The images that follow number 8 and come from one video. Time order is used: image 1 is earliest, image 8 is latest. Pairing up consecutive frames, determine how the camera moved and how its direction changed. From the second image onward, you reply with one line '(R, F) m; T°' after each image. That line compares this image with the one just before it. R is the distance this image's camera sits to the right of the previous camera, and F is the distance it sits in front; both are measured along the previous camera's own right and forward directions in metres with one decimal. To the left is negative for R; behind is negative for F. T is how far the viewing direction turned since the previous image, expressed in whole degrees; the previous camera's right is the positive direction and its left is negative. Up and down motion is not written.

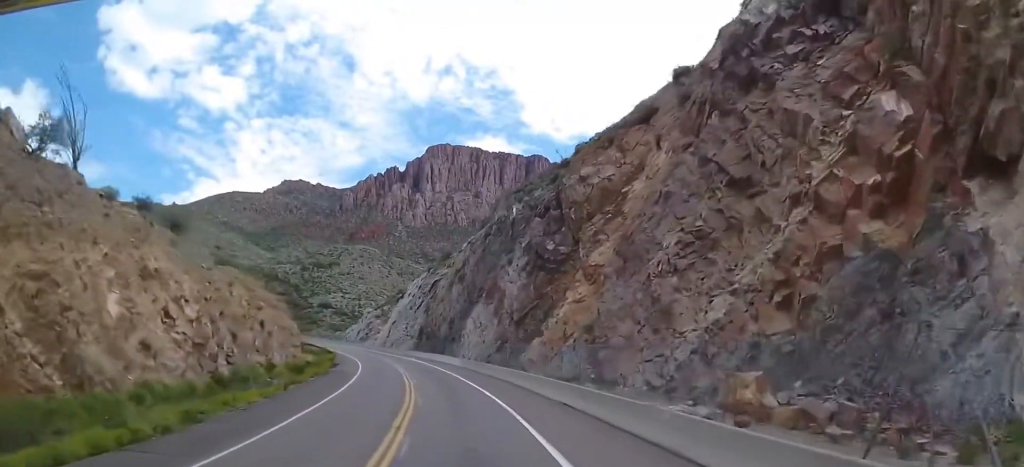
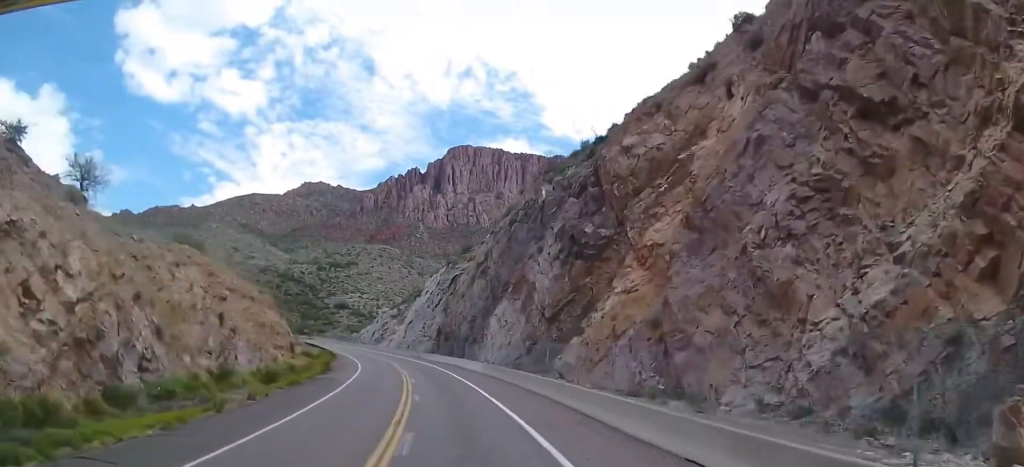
(-0.5, +11.7) m; -2°
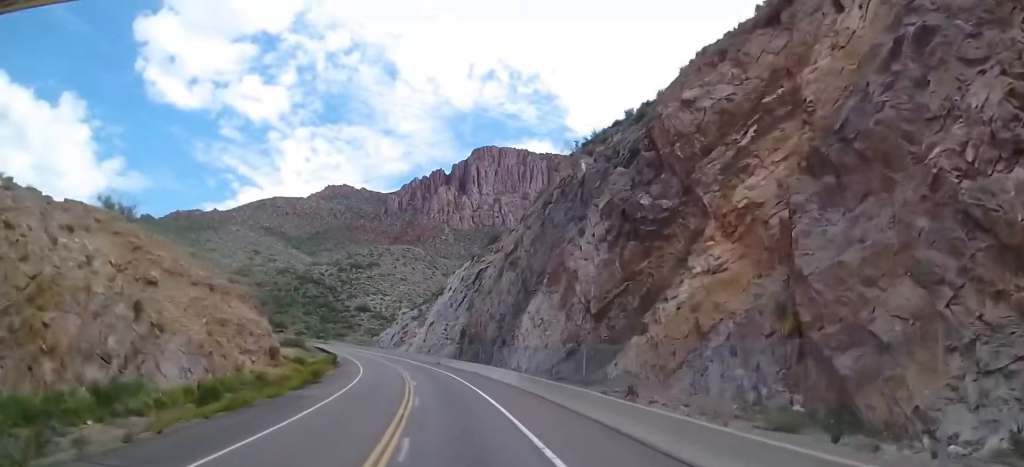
(-0.2, +12.5) m; -2°
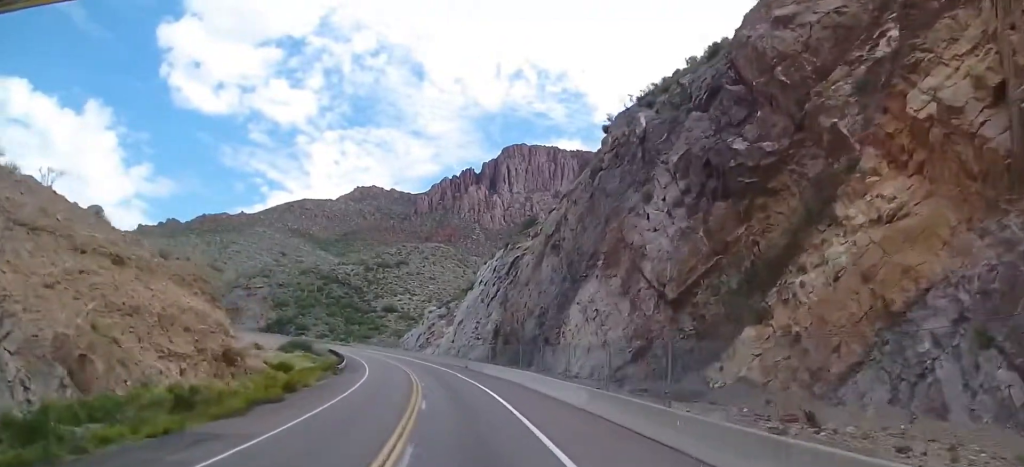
(+0.3, +13.9) m; -3°
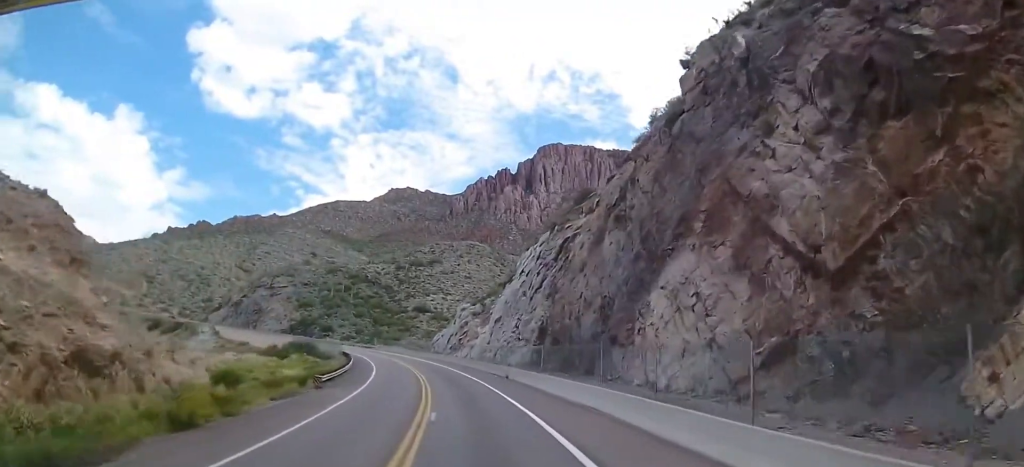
(-1.1, +15.9) m; -3°
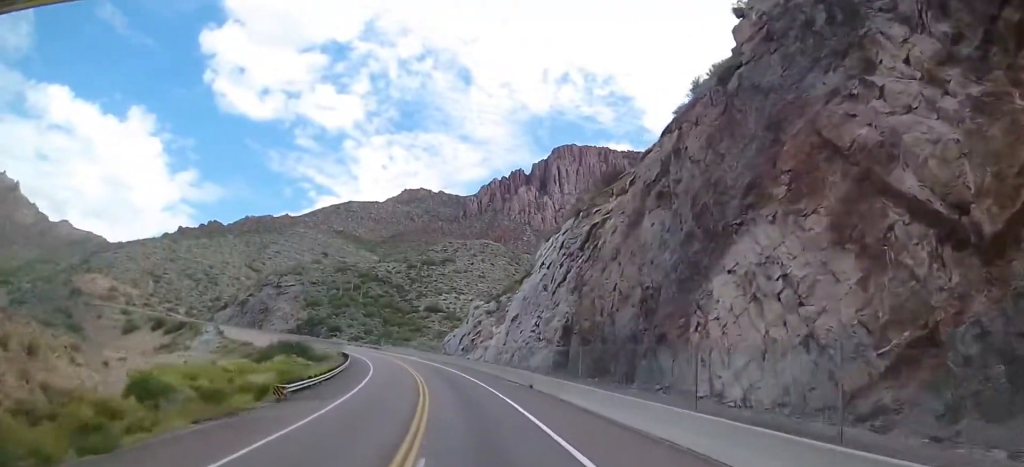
(-0.2, +9.0) m; -2°
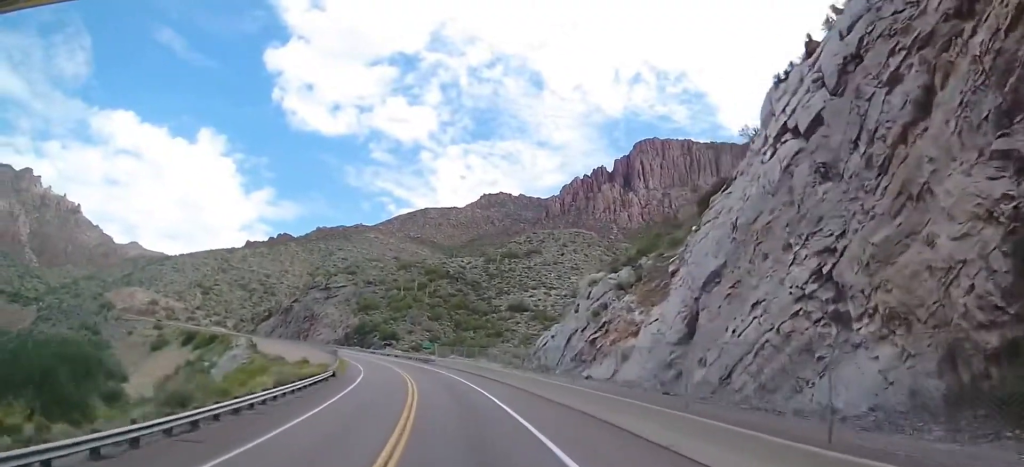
(-4.3, +47.6) m; -9°
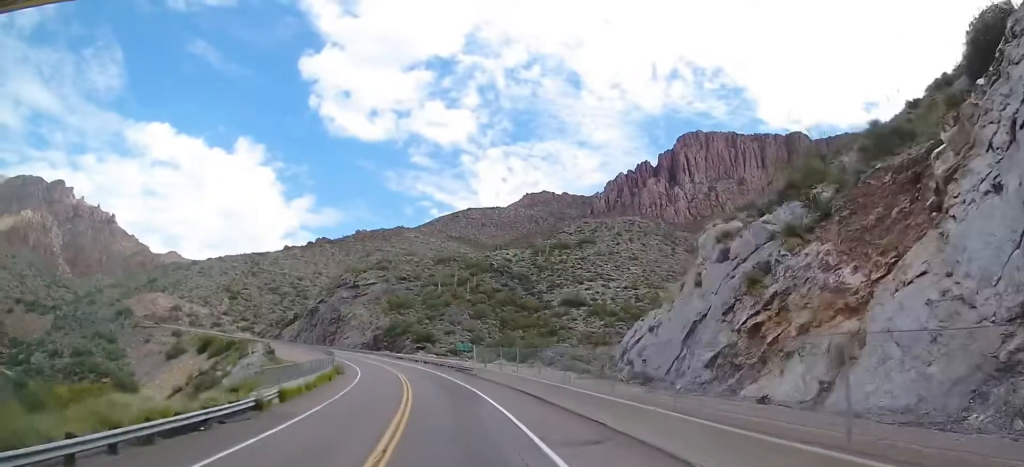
(-0.6, +24.4) m; -4°
